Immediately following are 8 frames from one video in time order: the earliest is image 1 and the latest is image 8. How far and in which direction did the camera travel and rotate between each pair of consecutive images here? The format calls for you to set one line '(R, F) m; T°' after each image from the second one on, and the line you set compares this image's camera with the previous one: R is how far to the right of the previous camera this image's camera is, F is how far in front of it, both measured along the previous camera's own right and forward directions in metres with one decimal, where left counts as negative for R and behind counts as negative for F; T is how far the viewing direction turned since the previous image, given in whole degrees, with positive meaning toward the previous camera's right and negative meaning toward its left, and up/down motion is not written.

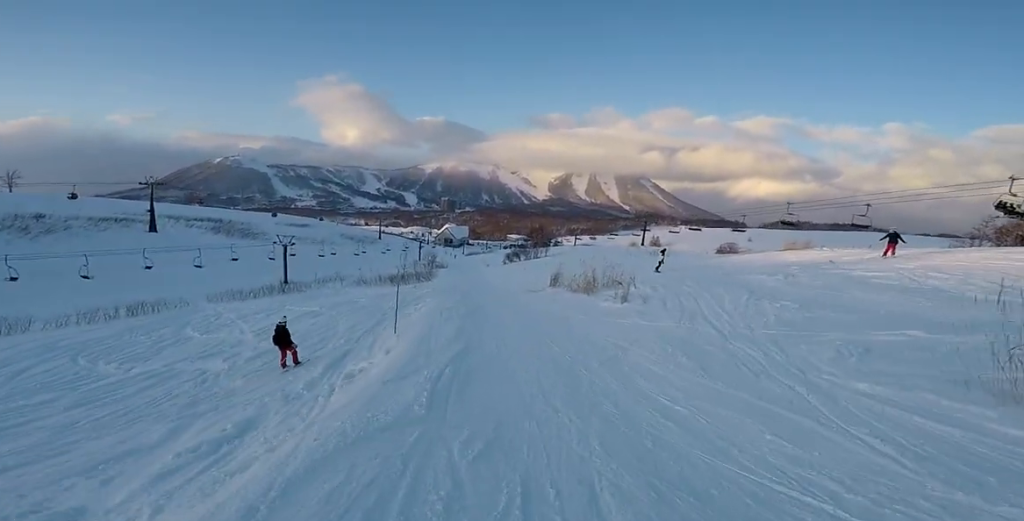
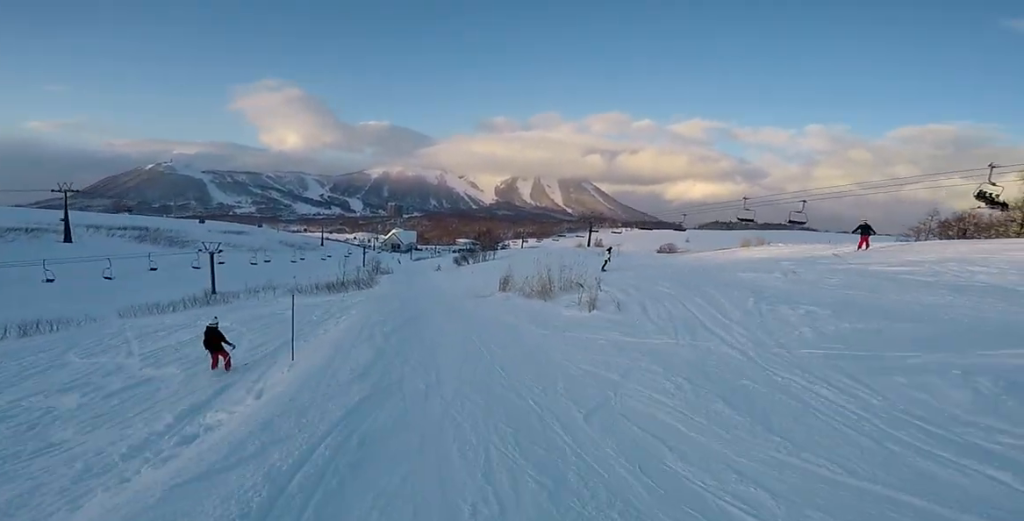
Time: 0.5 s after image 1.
(+0.3, +3.8) m; 0°
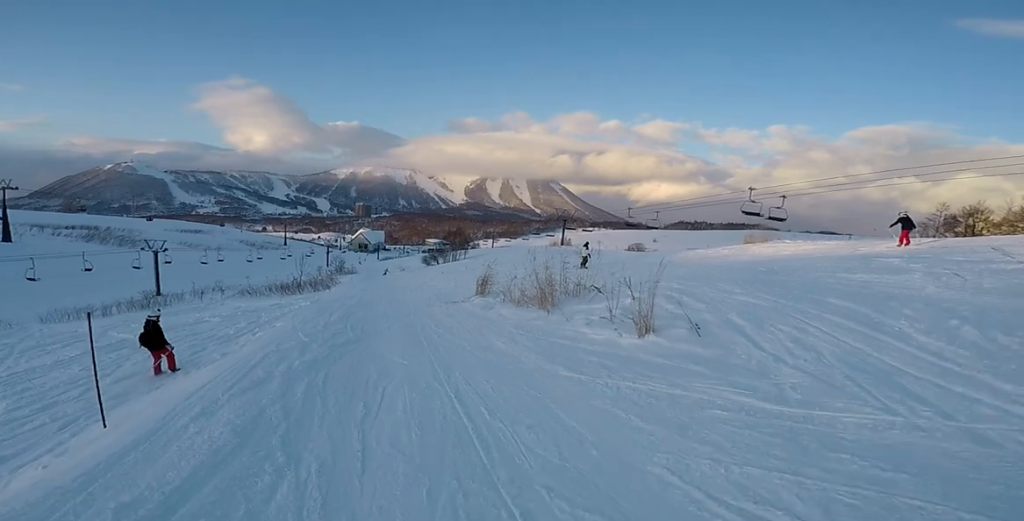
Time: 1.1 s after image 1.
(-0.5, +5.4) m; +6°
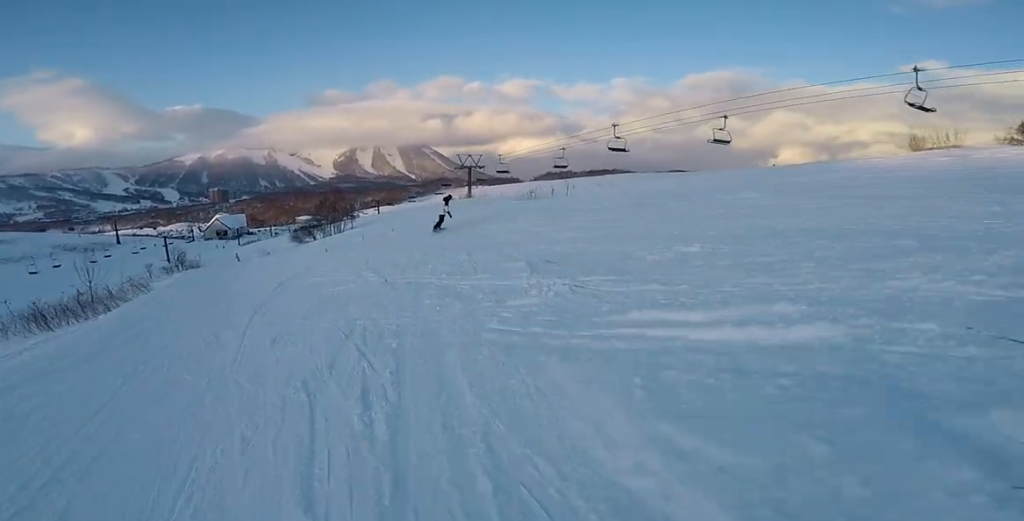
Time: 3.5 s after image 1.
(+2.5, +19.0) m; +8°
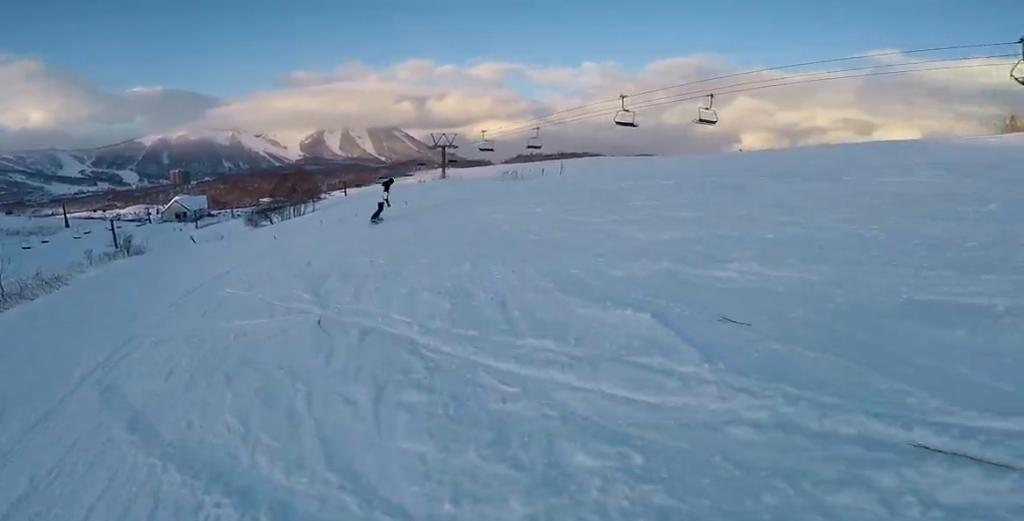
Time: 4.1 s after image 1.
(+0.2, +4.4) m; +2°
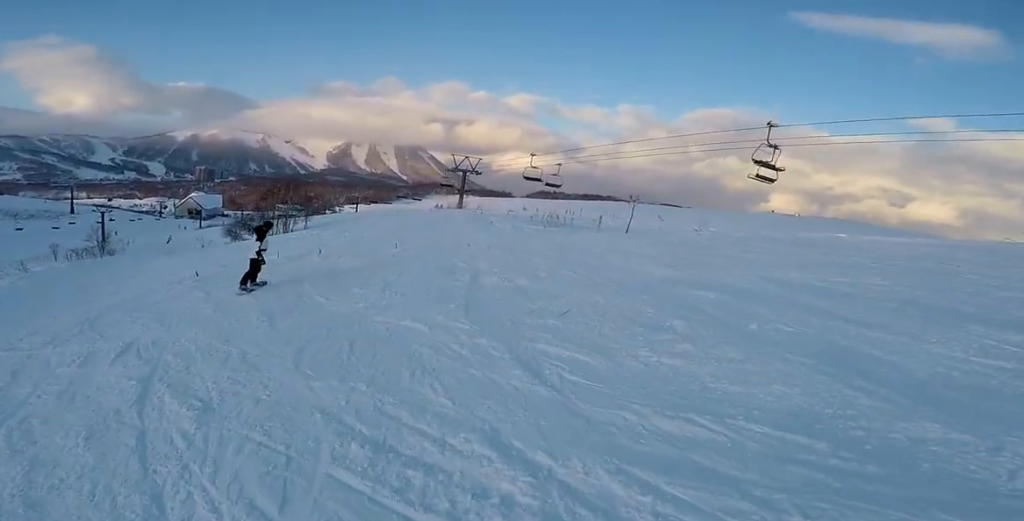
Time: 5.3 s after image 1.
(+0.2, +8.7) m; +6°
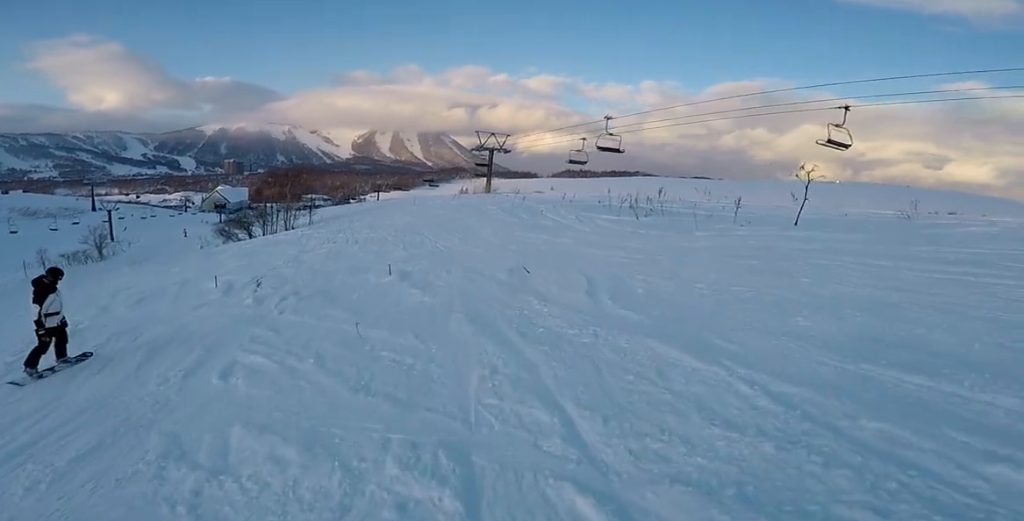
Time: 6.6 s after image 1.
(+0.5, +8.0) m; -2°
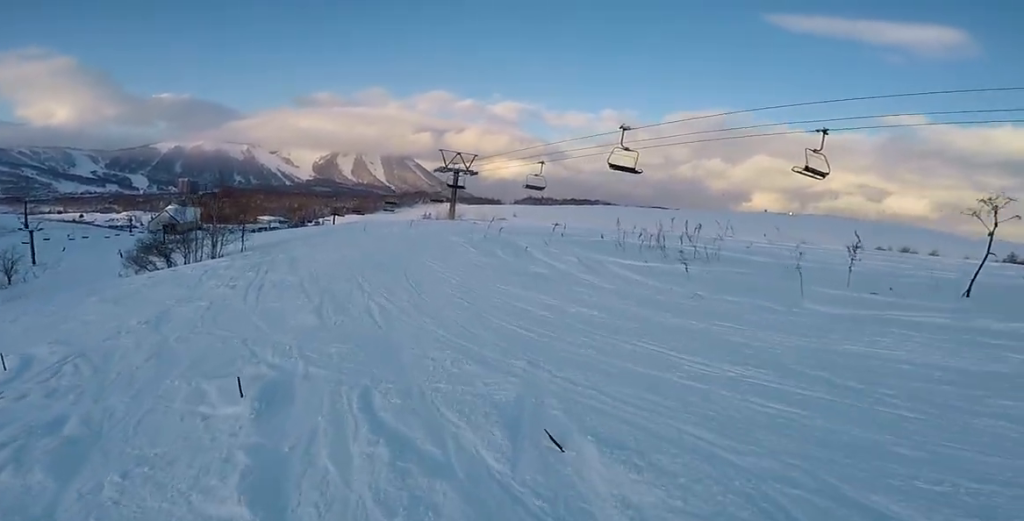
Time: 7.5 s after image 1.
(-0.8, +5.0) m; +2°
